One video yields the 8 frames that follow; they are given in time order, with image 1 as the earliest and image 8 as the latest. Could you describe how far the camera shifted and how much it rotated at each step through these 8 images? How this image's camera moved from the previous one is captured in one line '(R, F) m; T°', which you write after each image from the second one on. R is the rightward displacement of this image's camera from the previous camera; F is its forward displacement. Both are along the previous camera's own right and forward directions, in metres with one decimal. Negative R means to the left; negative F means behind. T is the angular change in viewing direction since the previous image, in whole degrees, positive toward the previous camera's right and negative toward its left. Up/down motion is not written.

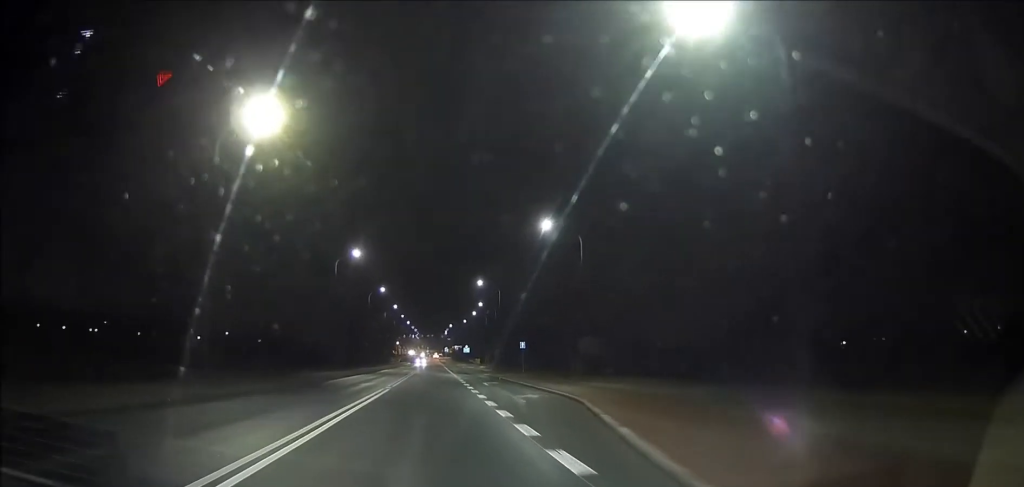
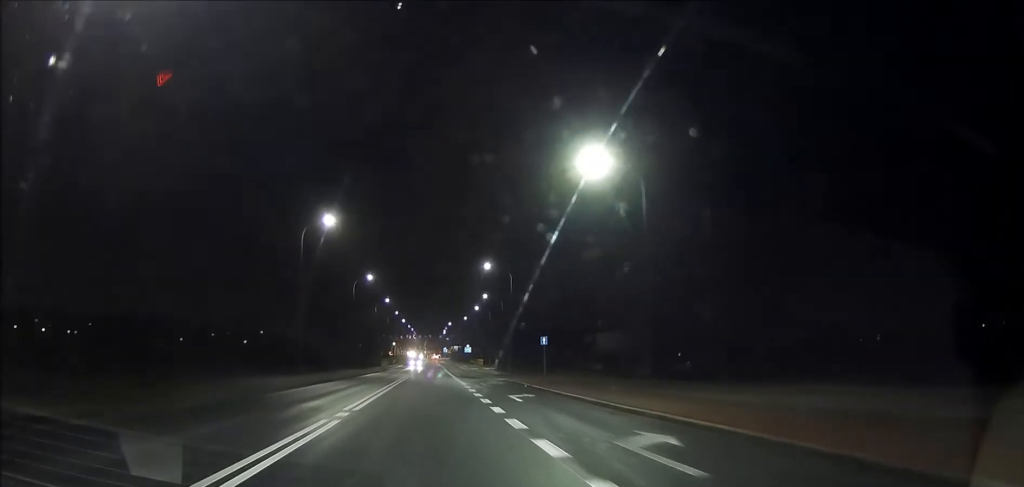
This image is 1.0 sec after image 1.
(+0.1, +14.7) m; +1°
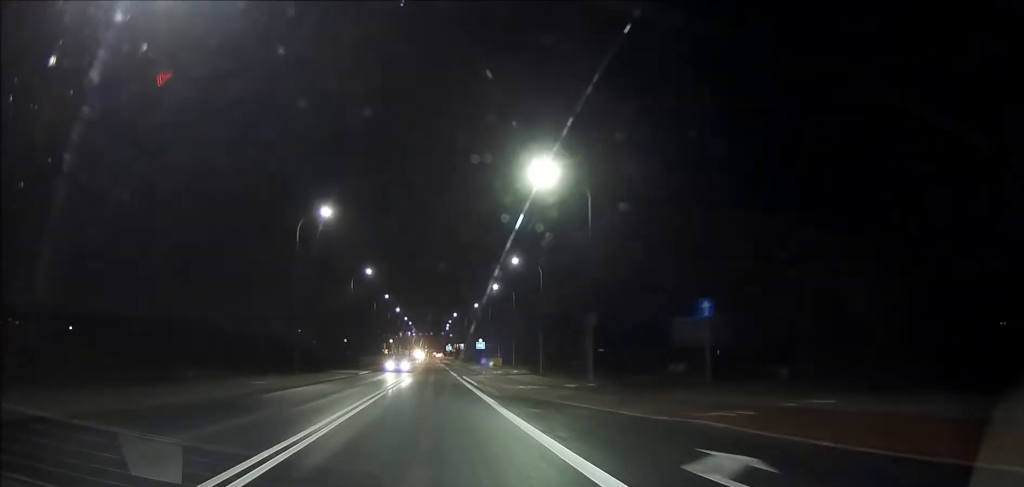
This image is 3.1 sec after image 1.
(+0.1, +32.8) m; 0°
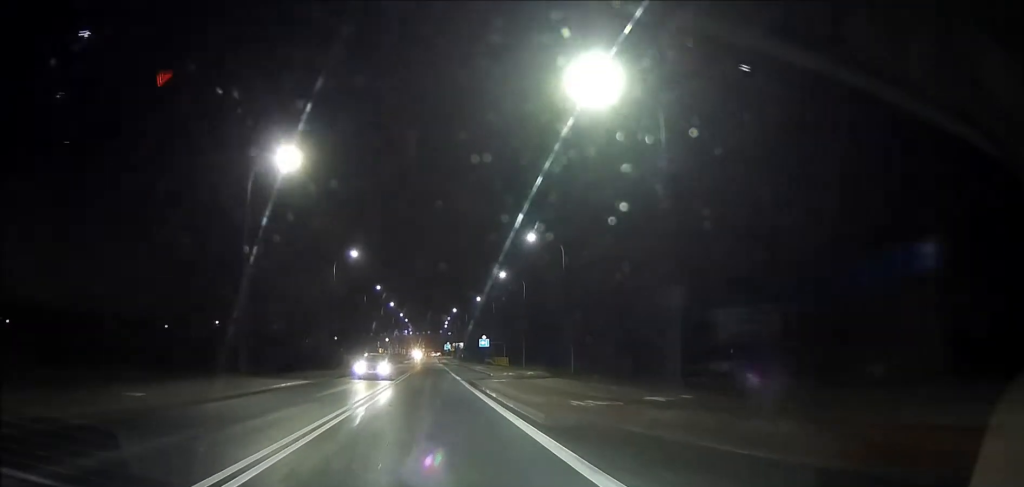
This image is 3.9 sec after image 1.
(0.0, +11.0) m; 0°
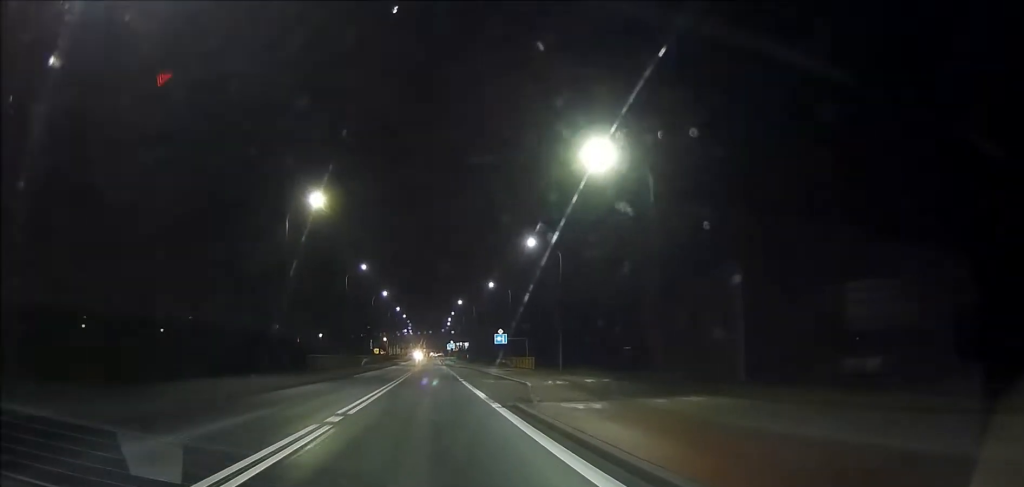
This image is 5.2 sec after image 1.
(0.0, +20.1) m; 0°
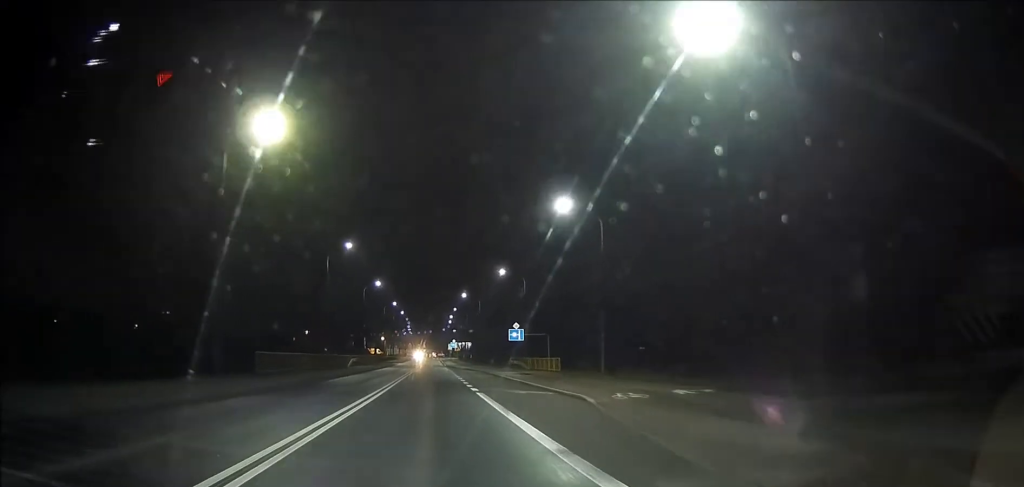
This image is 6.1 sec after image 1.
(0.0, +12.5) m; 0°
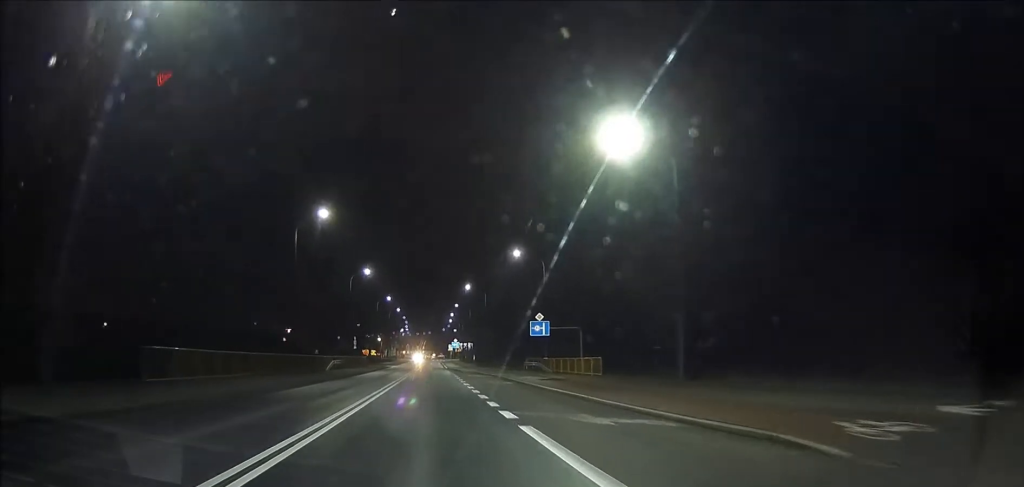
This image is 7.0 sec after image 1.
(0.0, +12.3) m; 0°
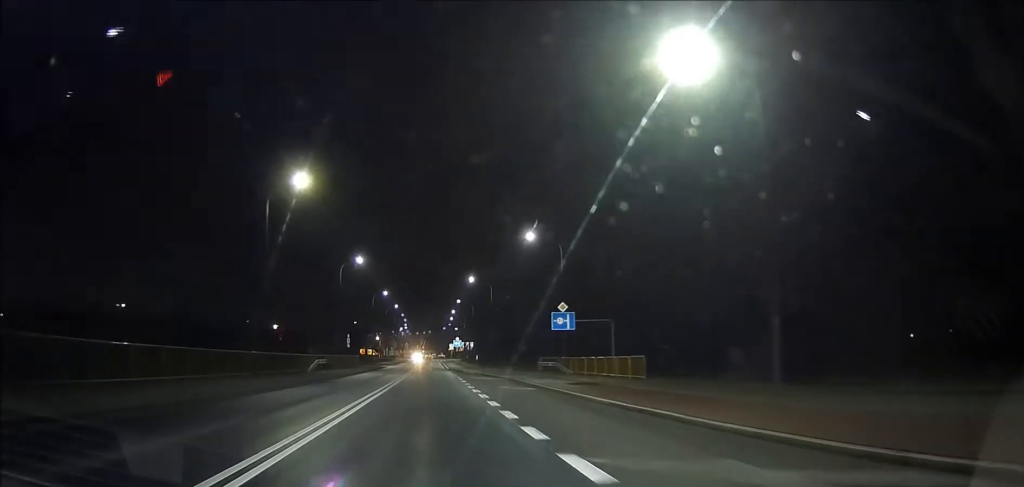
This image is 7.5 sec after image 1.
(0.0, +7.6) m; 0°
